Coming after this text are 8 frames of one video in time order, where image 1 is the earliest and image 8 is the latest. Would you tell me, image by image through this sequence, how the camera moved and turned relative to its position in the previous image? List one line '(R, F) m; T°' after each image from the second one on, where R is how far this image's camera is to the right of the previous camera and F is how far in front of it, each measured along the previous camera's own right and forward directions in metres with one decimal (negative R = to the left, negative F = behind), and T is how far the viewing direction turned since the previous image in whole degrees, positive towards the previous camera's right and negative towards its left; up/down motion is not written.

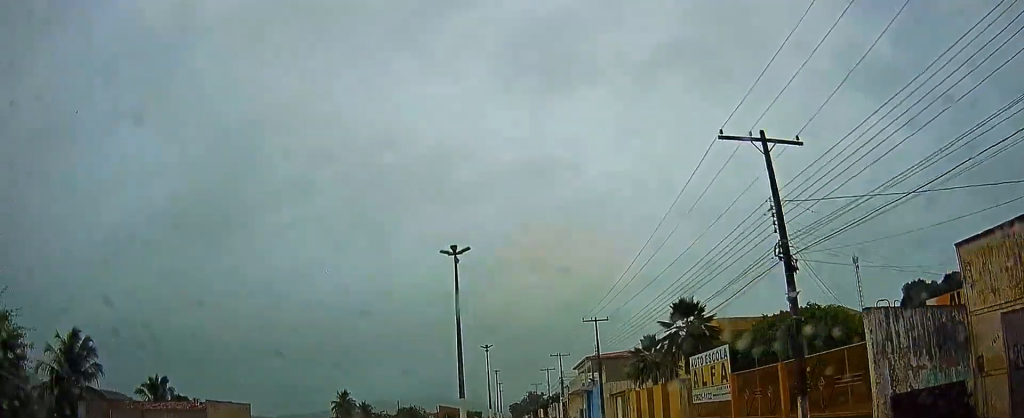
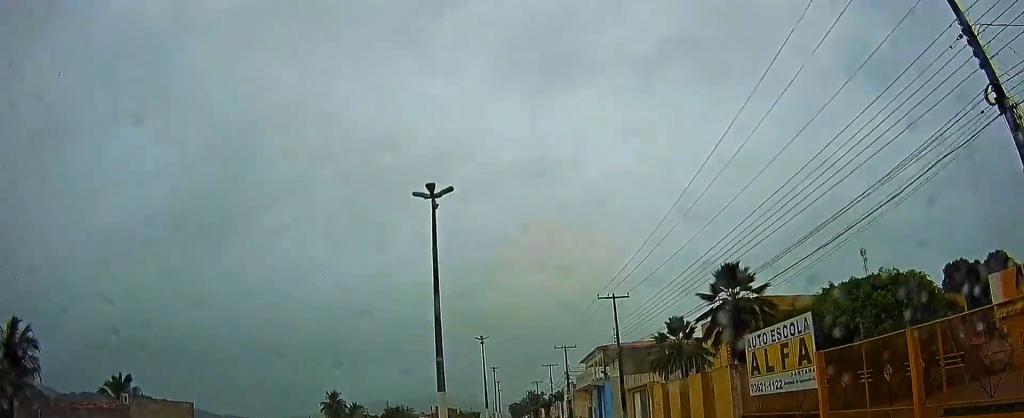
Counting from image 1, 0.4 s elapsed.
(+0.2, +8.3) m; 0°
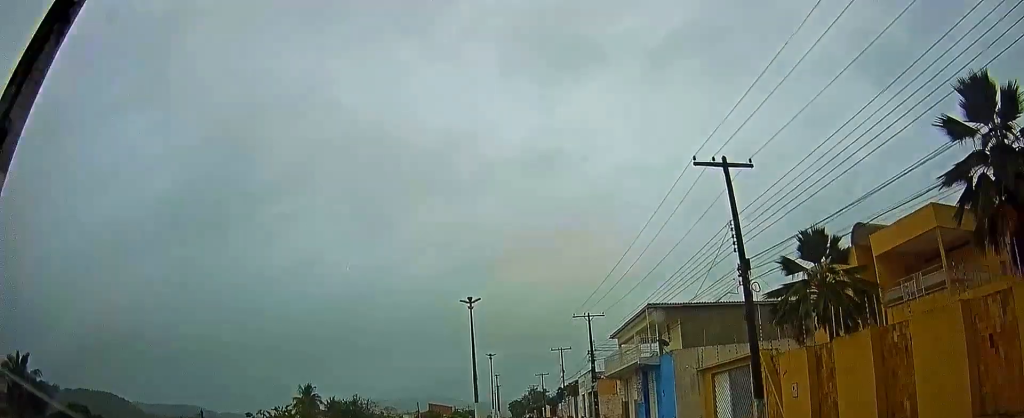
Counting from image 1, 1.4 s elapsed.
(-0.1, +19.2) m; 0°
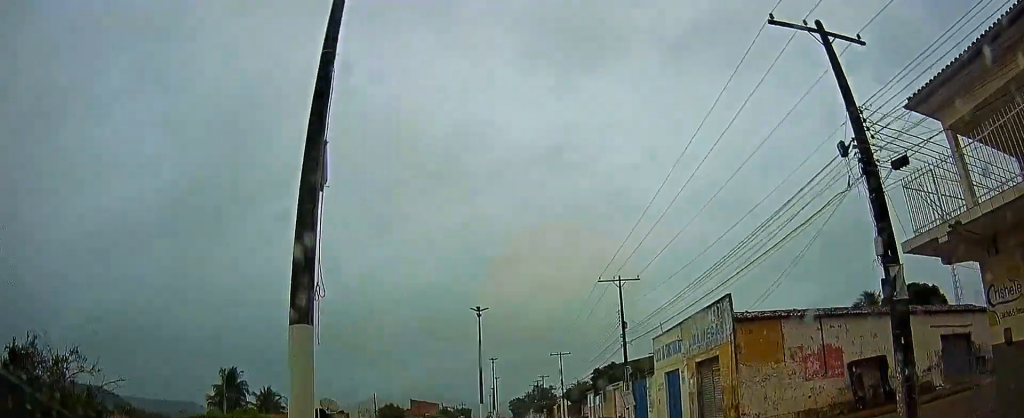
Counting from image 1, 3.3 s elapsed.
(+0.6, +36.5) m; +1°
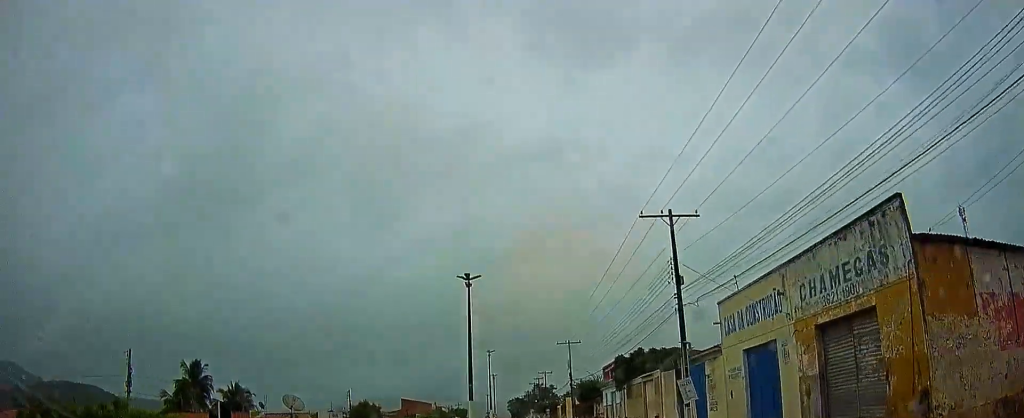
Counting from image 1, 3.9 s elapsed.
(+0.1, +11.6) m; -1°
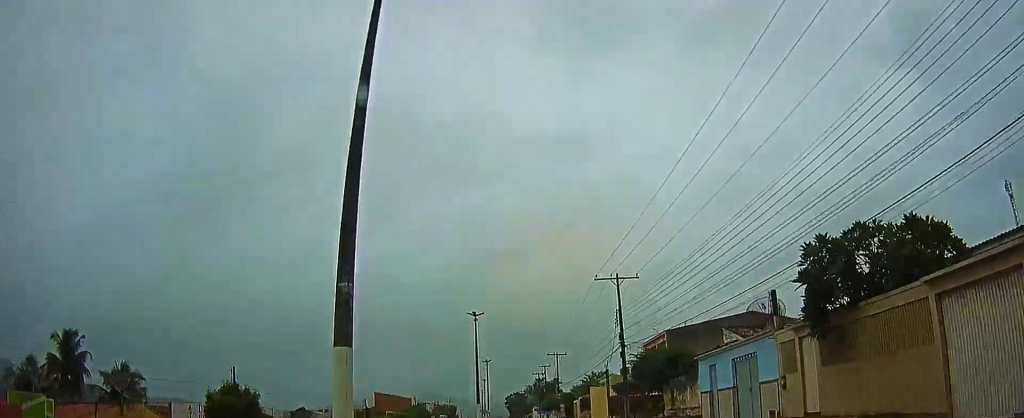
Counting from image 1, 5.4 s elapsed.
(-0.2, +28.2) m; +1°
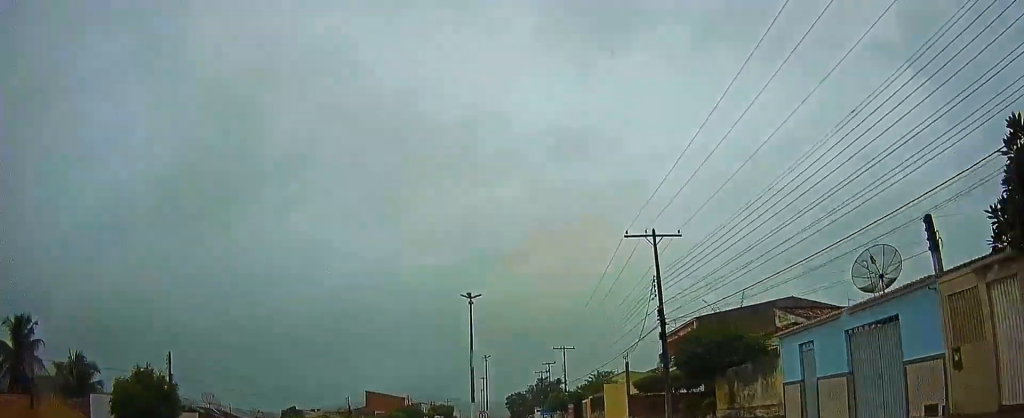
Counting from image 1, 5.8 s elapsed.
(+0.1, +8.2) m; +1°
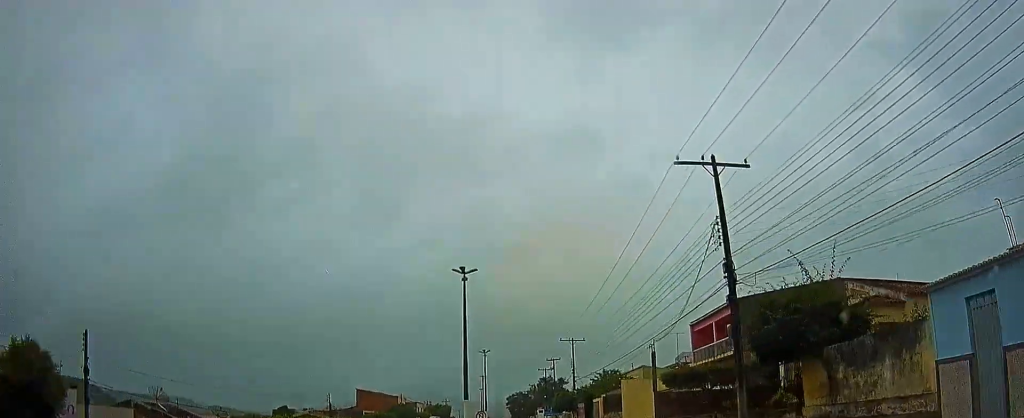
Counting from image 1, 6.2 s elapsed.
(0.0, +7.5) m; -1°
